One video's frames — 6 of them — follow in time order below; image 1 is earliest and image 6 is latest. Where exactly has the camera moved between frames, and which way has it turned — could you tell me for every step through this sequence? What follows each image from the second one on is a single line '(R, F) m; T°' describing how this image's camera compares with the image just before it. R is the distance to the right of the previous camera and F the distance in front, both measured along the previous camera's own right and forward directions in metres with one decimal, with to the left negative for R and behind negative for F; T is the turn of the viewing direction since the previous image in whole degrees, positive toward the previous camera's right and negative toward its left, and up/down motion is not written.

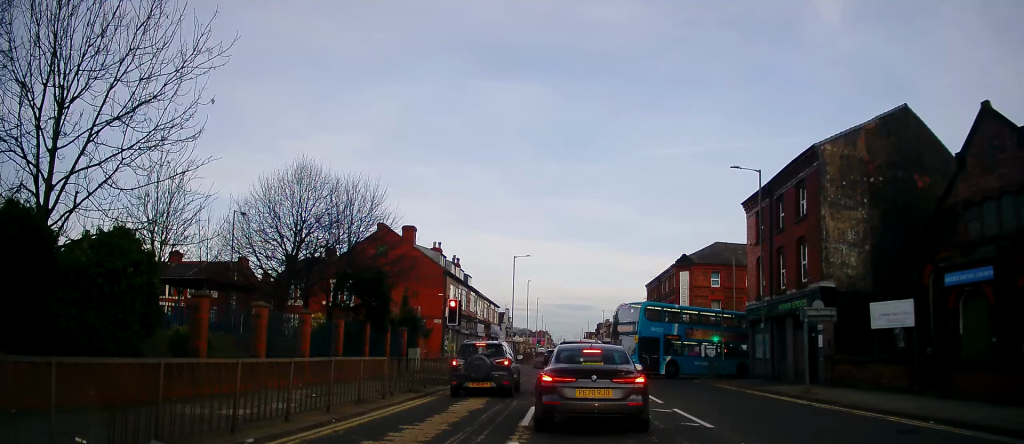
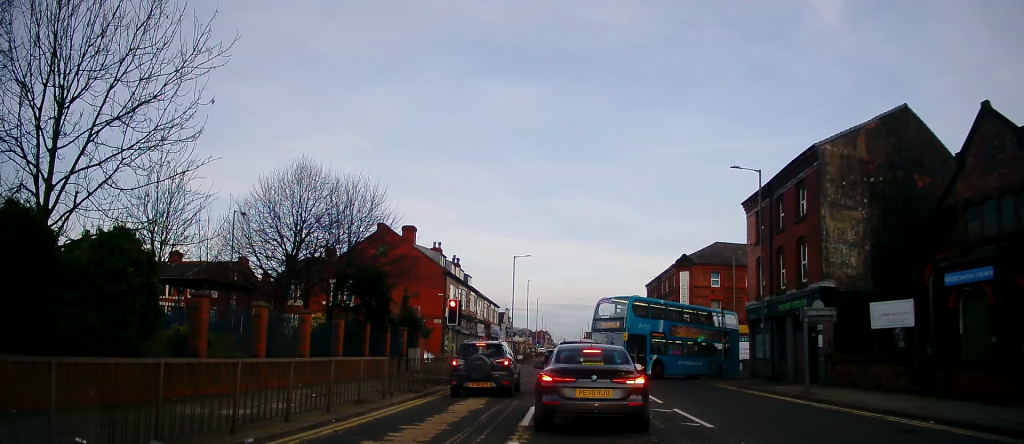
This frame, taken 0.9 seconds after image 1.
(0.0, 0.0) m; 0°
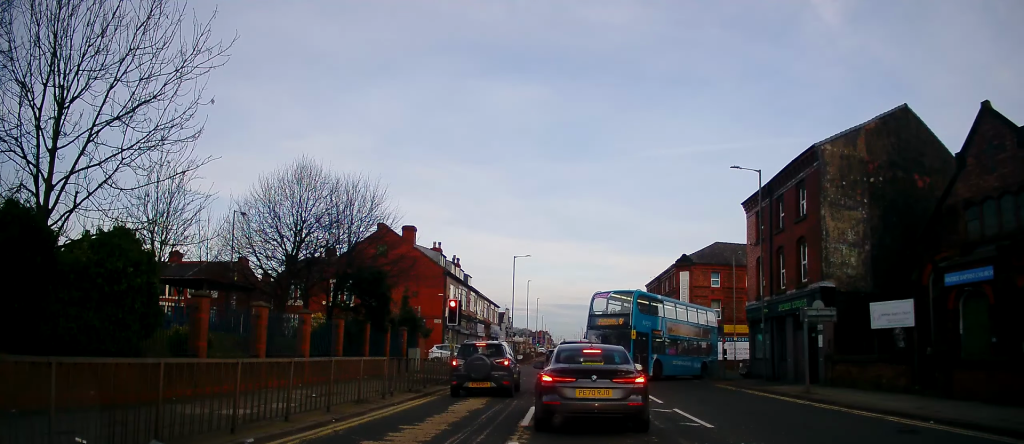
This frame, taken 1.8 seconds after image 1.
(0.0, 0.0) m; 0°
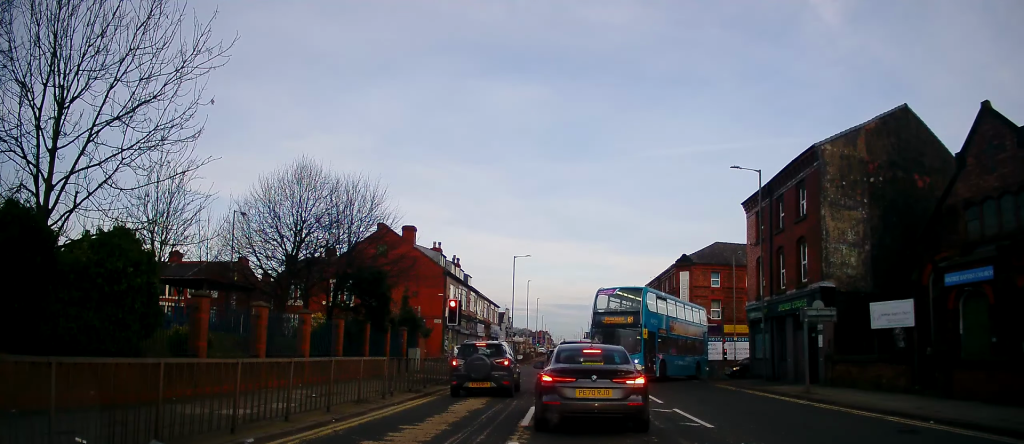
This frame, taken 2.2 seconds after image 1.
(0.0, 0.0) m; 0°
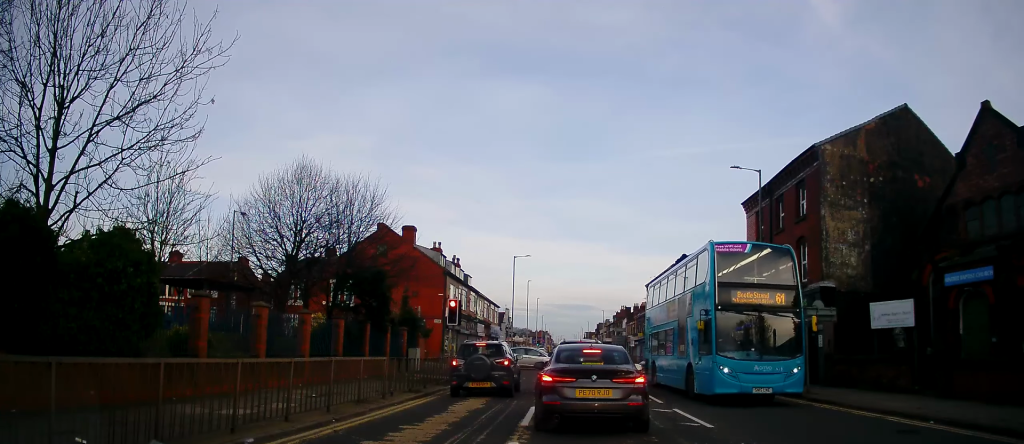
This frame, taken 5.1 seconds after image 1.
(0.0, 0.0) m; 0°
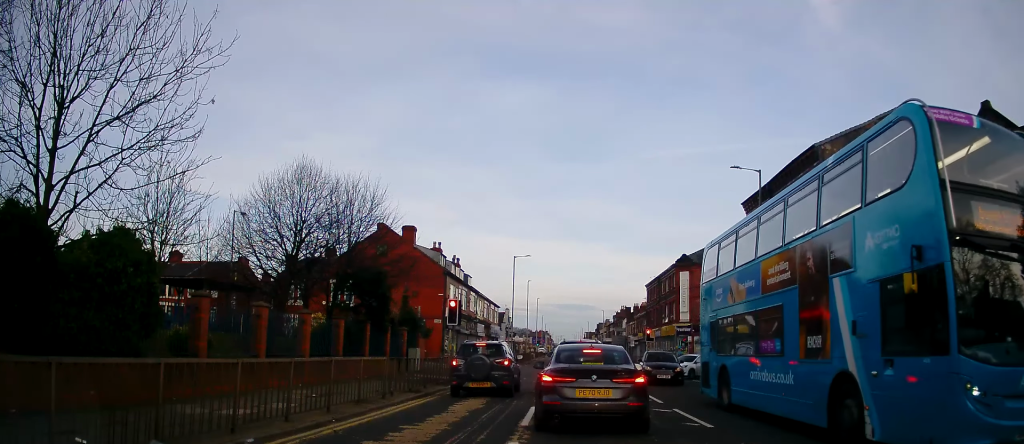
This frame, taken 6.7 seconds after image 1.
(0.0, 0.0) m; 0°
